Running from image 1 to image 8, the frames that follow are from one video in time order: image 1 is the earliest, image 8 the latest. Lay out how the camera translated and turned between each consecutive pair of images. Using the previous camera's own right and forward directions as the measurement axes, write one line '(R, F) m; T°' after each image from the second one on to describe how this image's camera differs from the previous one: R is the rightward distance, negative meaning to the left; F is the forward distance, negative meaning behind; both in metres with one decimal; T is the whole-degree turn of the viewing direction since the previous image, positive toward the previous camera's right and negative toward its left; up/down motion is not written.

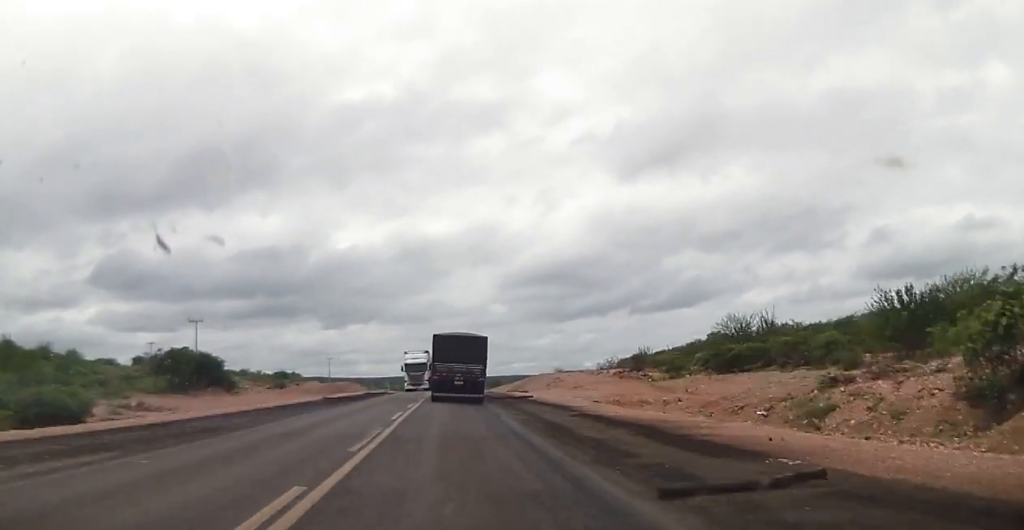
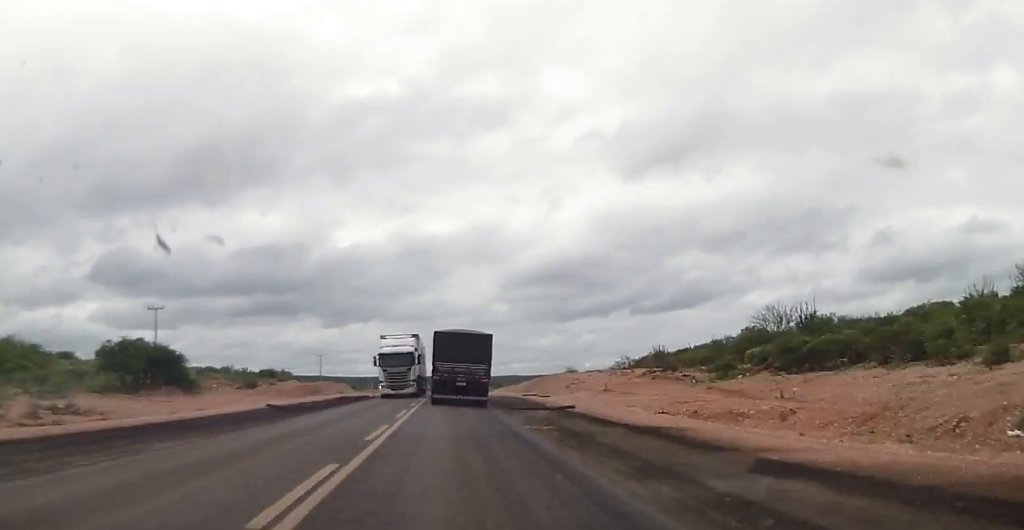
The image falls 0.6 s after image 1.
(-0.2, +14.3) m; -1°
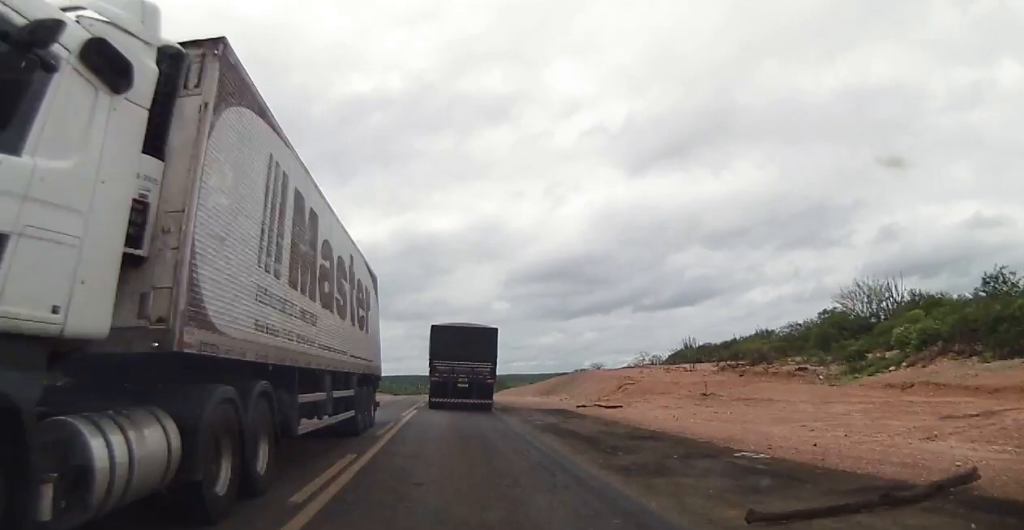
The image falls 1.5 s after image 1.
(-0.2, +23.4) m; 0°
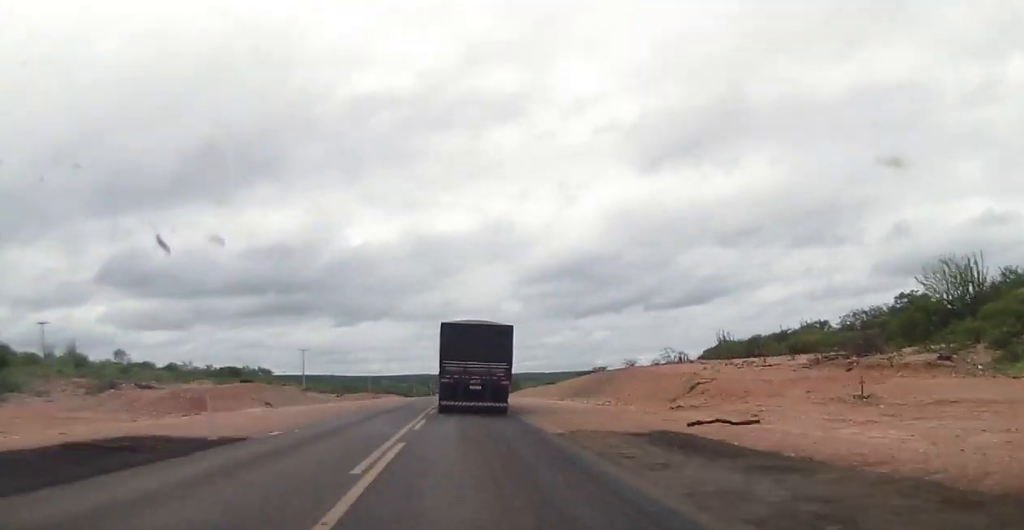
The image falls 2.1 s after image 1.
(-0.1, +14.1) m; +1°
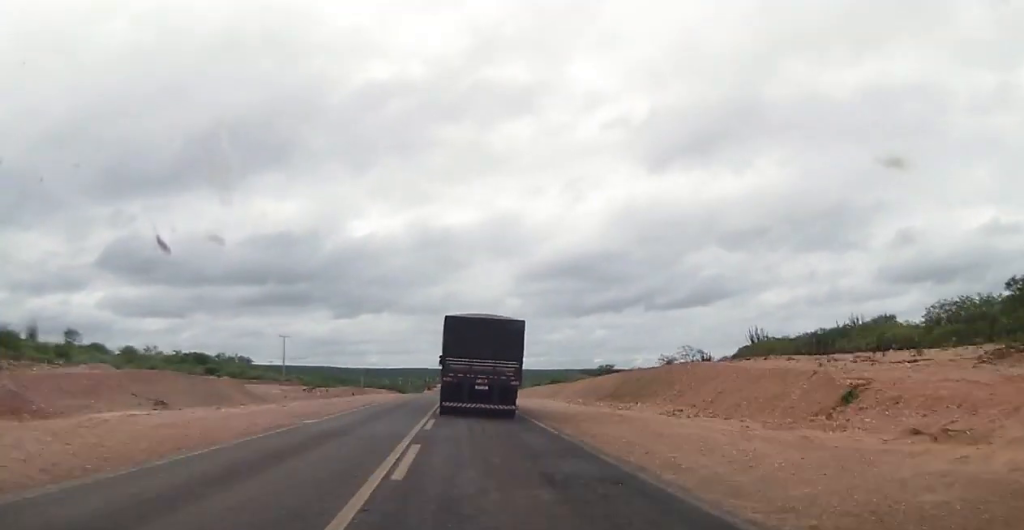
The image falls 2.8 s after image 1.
(+0.3, +17.4) m; 0°
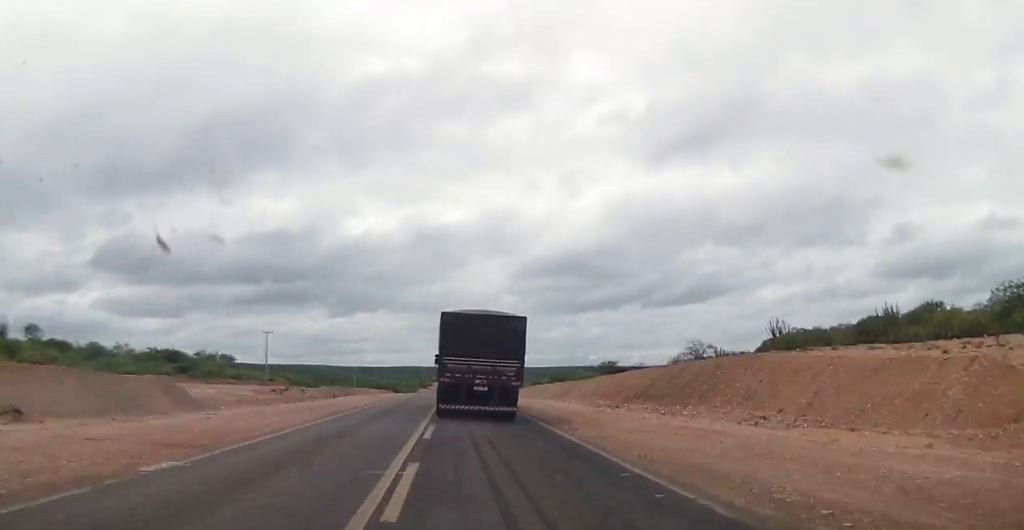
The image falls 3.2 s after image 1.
(+0.1, +10.7) m; 0°
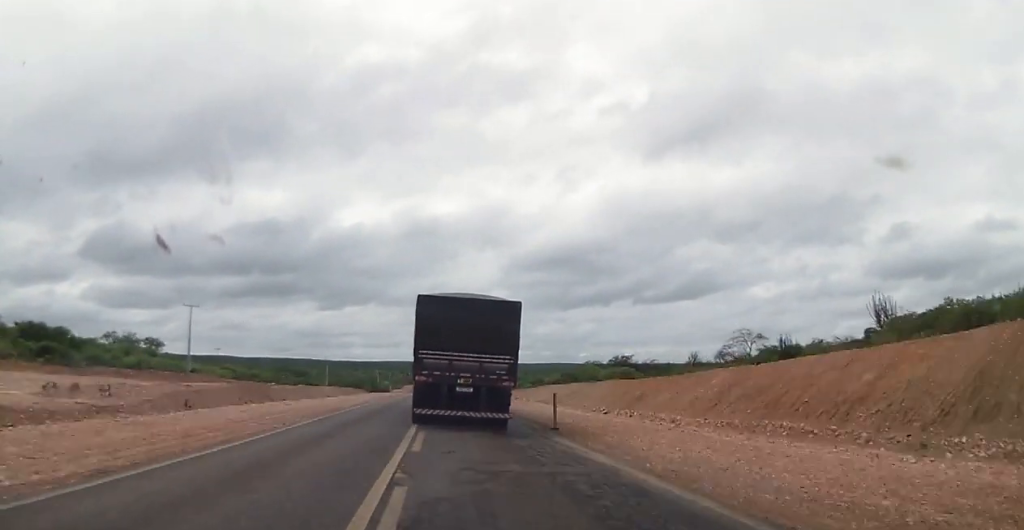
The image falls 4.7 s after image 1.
(-0.5, +35.6) m; -1°
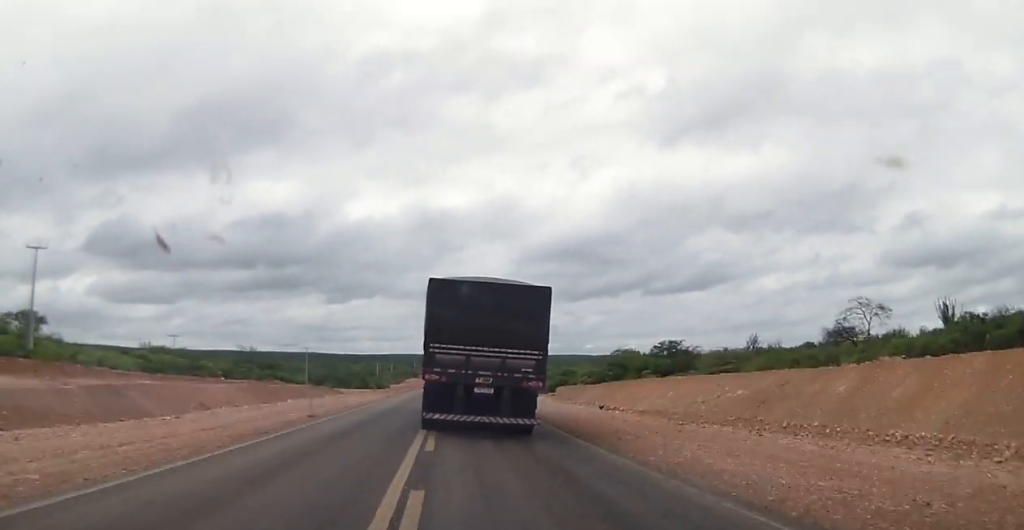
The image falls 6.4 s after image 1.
(+0.1, +41.6) m; +1°
